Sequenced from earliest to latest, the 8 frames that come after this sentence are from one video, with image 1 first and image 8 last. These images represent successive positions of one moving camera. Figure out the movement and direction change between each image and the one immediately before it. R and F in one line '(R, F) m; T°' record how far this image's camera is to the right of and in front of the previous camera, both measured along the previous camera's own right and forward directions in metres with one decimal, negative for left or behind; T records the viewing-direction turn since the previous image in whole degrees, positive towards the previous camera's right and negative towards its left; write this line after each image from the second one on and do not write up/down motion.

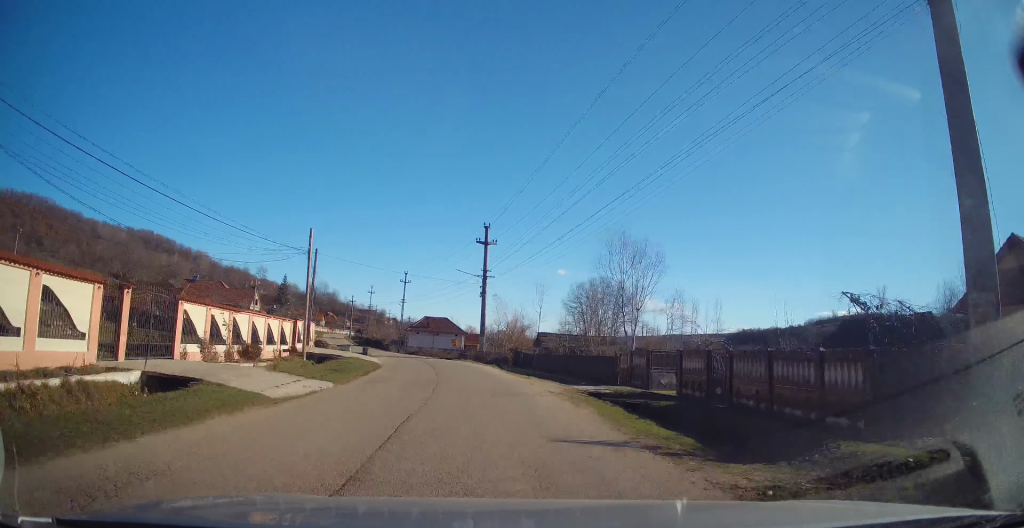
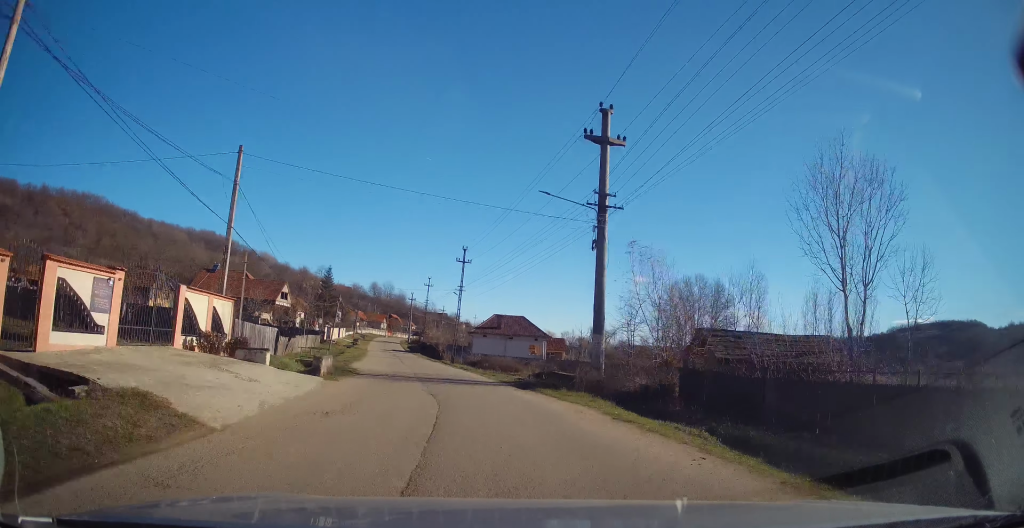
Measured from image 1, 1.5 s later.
(-1.0, +24.2) m; -6°
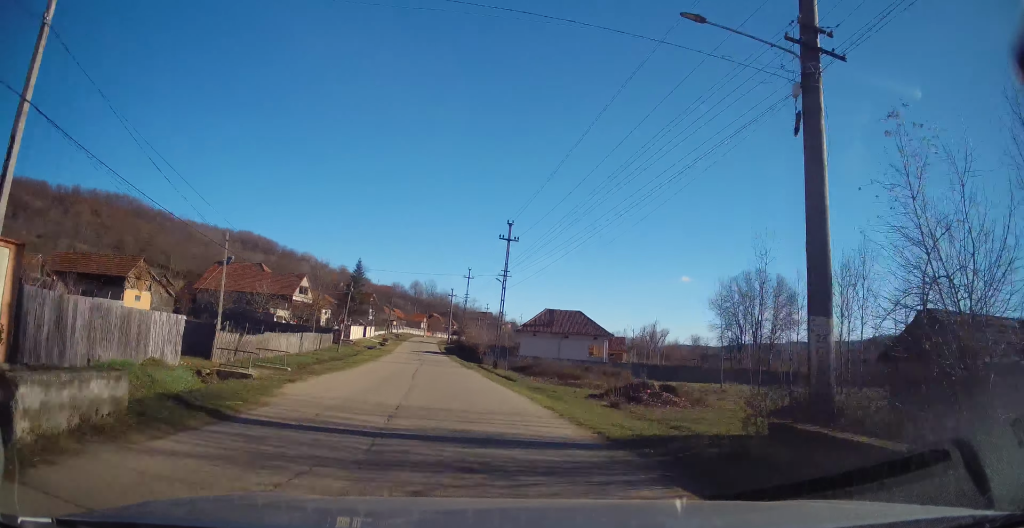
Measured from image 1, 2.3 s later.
(-0.3, +12.4) m; -4°
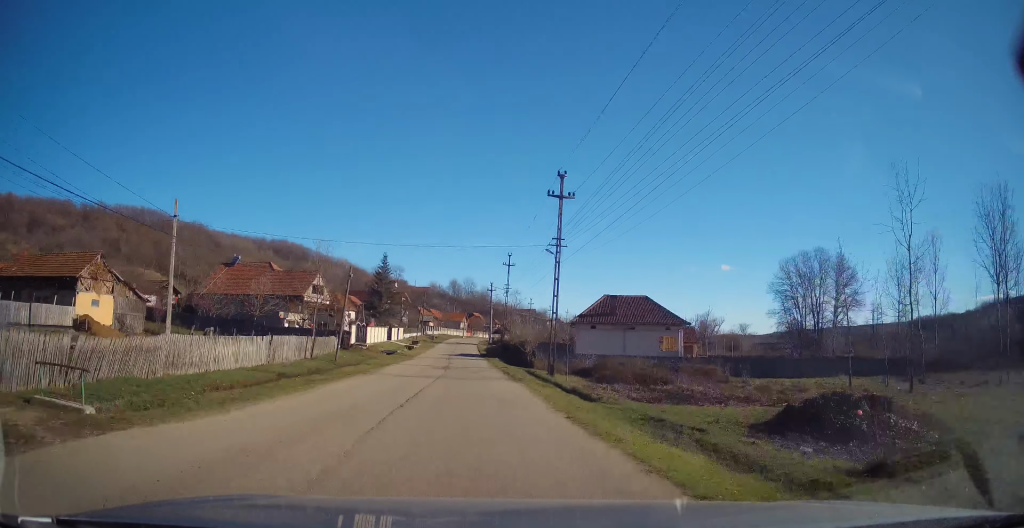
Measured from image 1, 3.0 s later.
(-0.5, +12.2) m; -5°
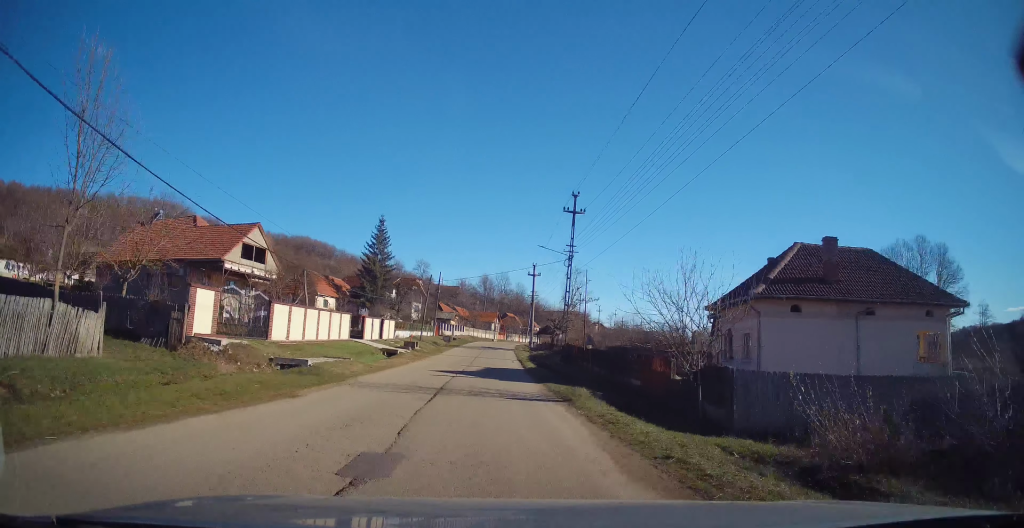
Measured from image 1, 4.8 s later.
(-2.2, +30.2) m; -5°
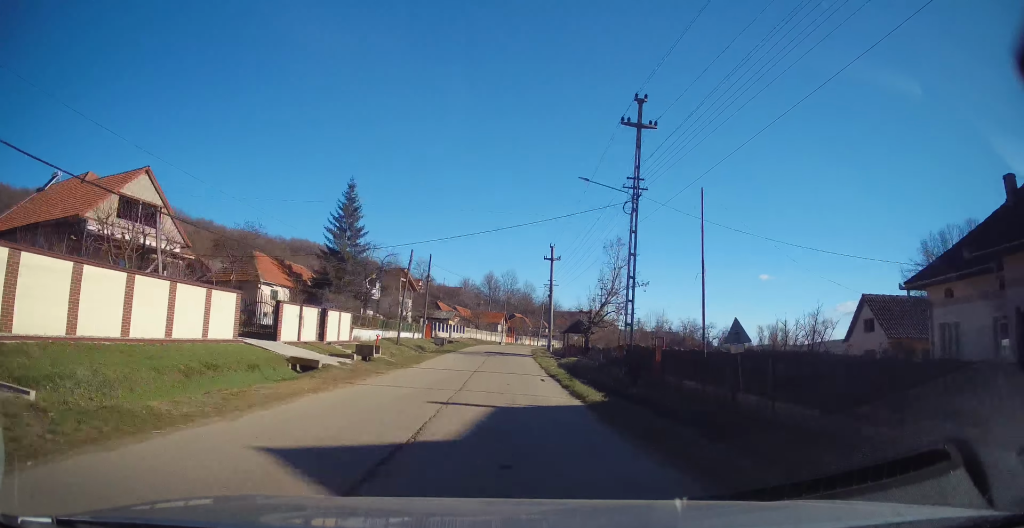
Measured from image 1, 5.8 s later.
(0.0, +16.9) m; 0°
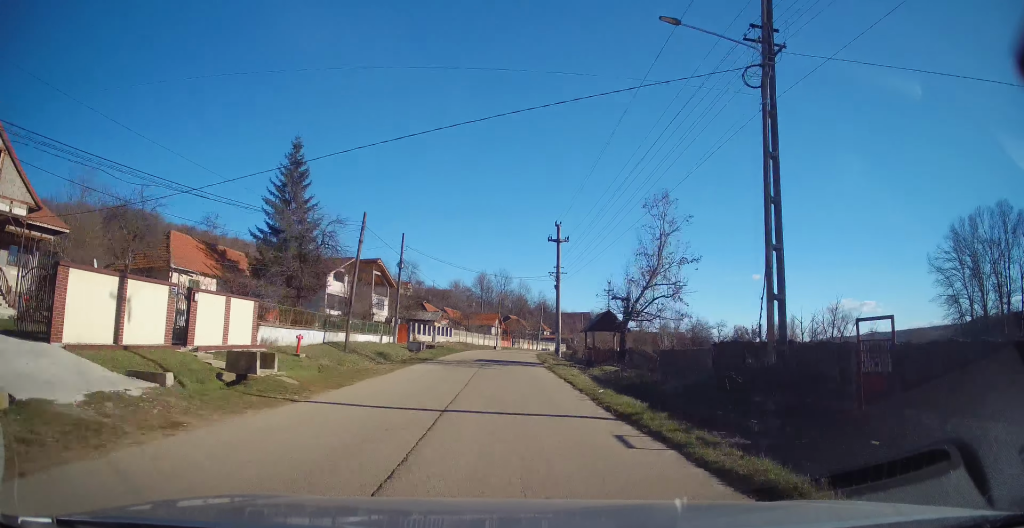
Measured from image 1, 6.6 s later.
(0.0, +12.3) m; 0°
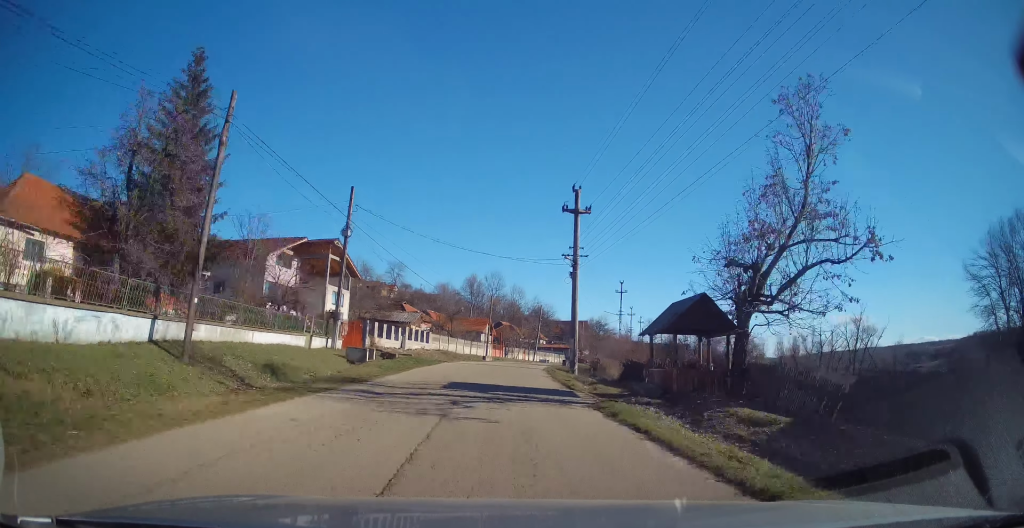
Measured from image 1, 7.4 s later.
(0.0, +14.0) m; 0°
